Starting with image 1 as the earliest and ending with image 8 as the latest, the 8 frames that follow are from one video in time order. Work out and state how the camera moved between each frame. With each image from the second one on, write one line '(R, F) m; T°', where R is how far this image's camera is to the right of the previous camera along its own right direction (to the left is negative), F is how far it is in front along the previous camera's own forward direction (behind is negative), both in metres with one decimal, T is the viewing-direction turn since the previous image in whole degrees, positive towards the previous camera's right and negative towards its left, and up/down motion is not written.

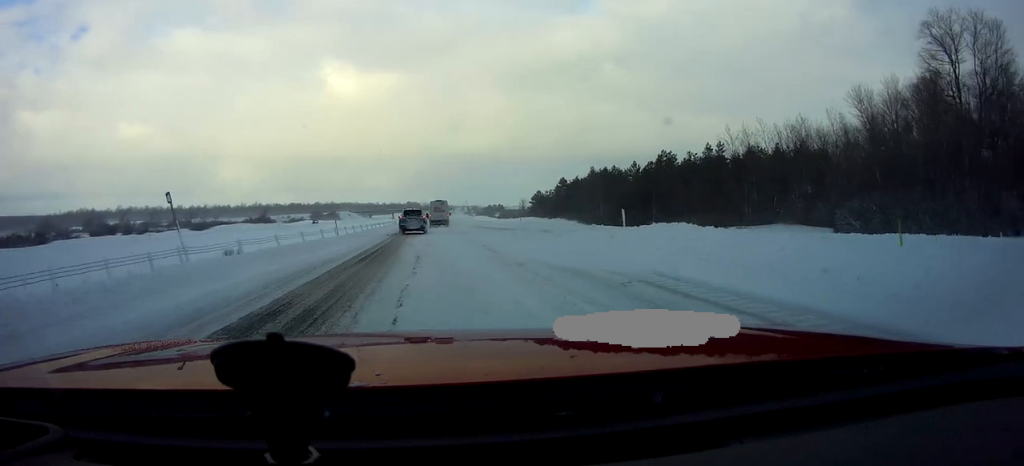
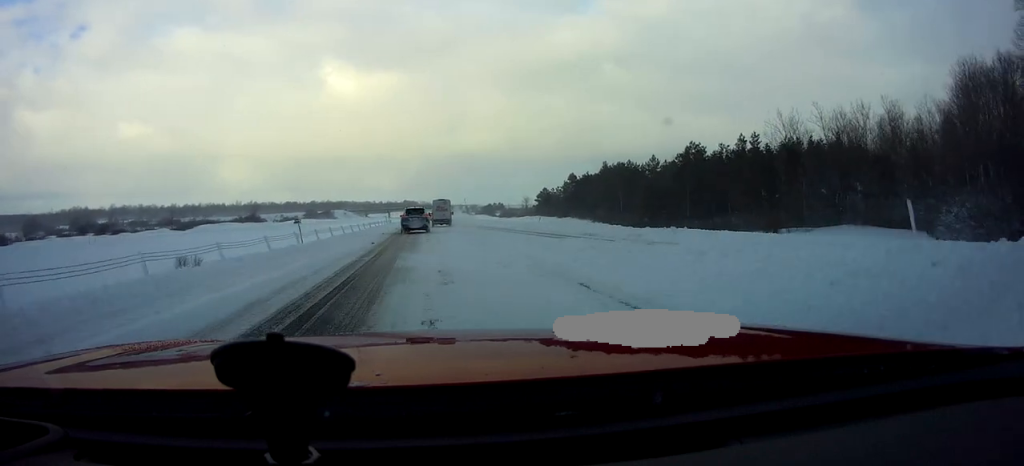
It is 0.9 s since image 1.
(-0.1, +12.9) m; -2°
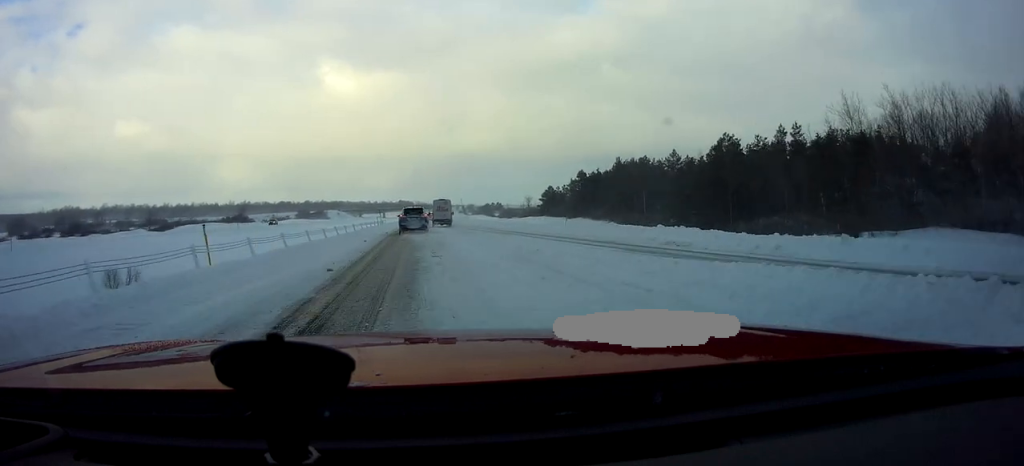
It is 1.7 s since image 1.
(-0.4, +12.7) m; 0°
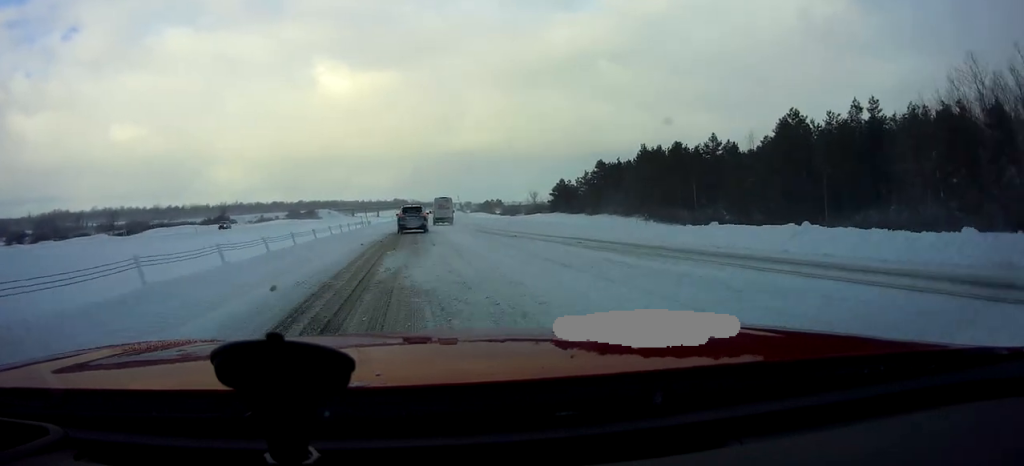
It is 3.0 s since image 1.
(+0.3, +18.0) m; 0°
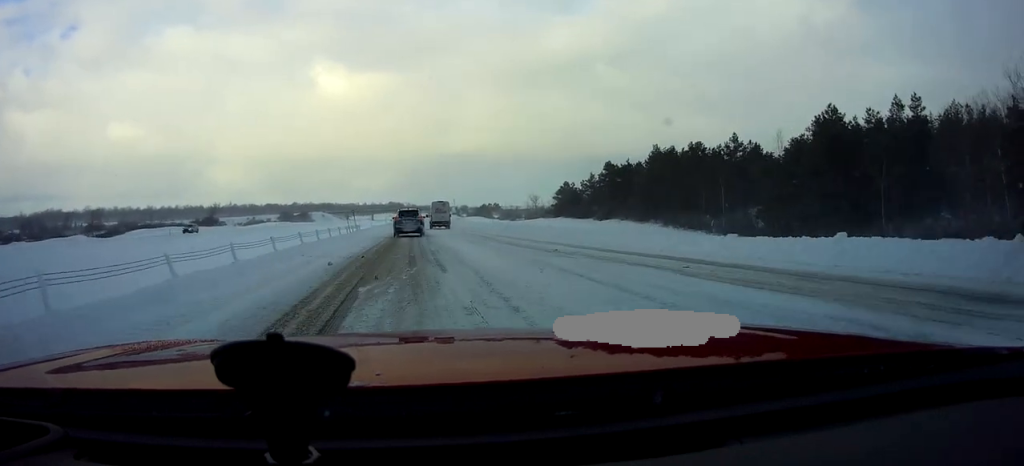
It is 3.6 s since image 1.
(-0.3, +7.9) m; 0°
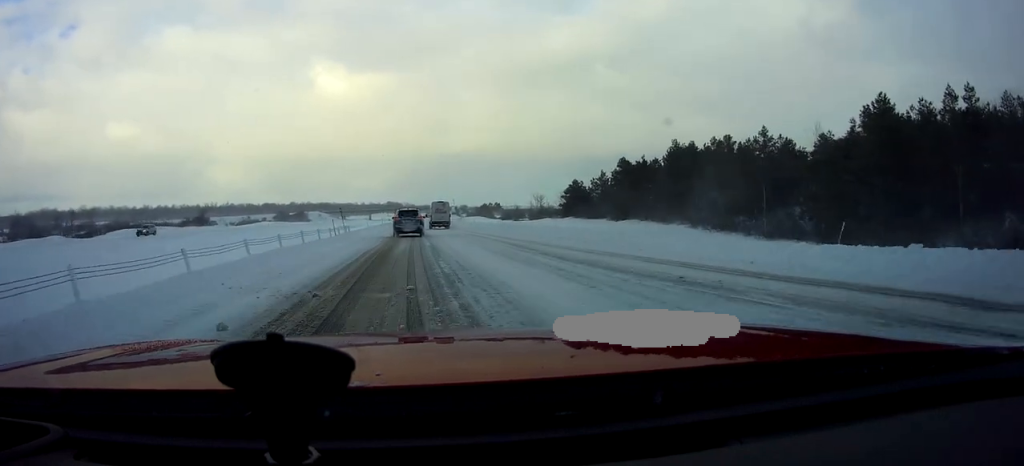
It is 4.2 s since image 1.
(+0.3, +8.6) m; +1°
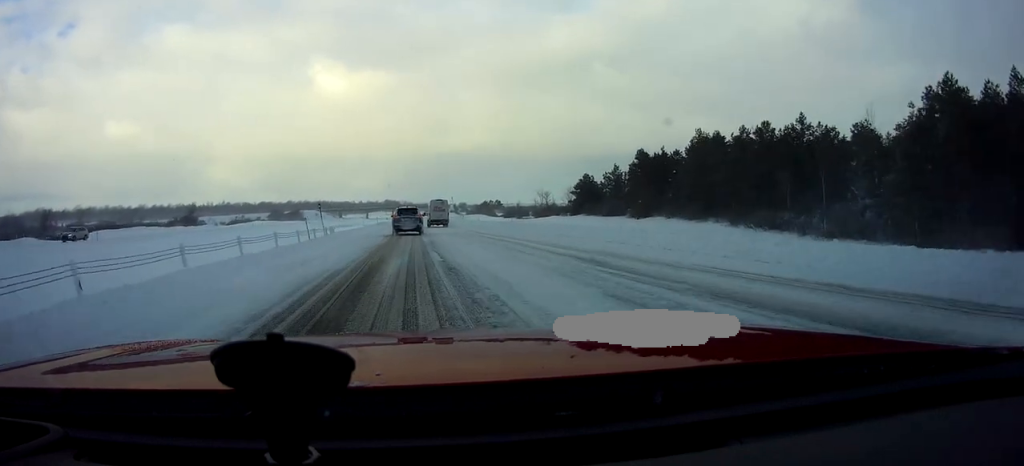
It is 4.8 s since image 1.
(+0.2, +9.6) m; +1°
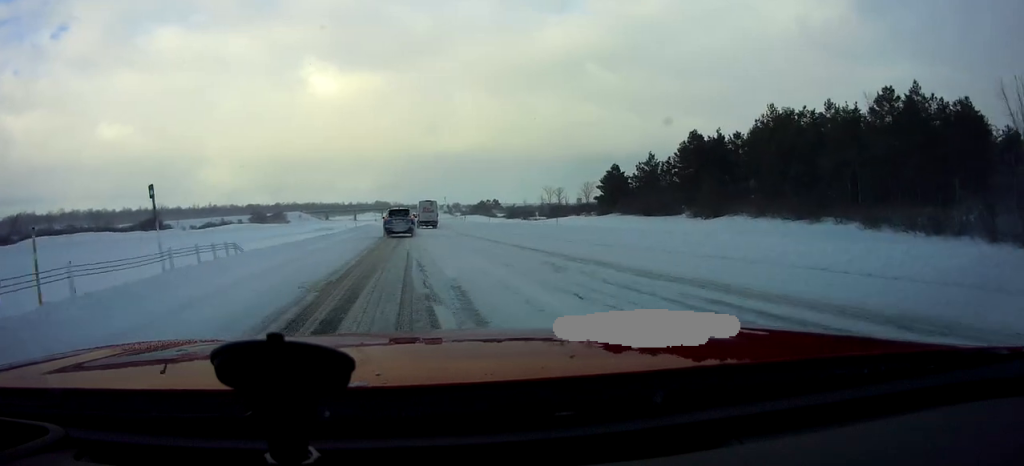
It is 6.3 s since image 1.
(0.0, +22.1) m; 0°
